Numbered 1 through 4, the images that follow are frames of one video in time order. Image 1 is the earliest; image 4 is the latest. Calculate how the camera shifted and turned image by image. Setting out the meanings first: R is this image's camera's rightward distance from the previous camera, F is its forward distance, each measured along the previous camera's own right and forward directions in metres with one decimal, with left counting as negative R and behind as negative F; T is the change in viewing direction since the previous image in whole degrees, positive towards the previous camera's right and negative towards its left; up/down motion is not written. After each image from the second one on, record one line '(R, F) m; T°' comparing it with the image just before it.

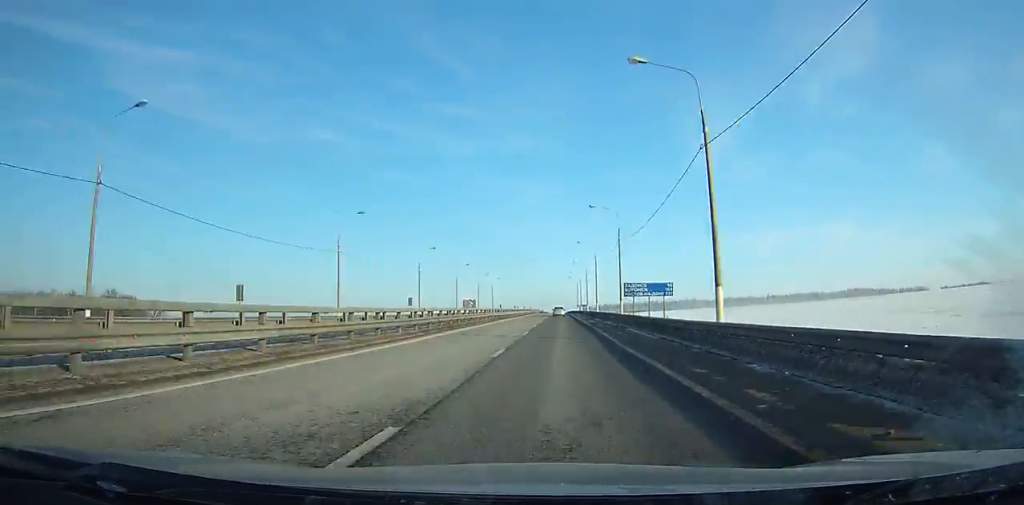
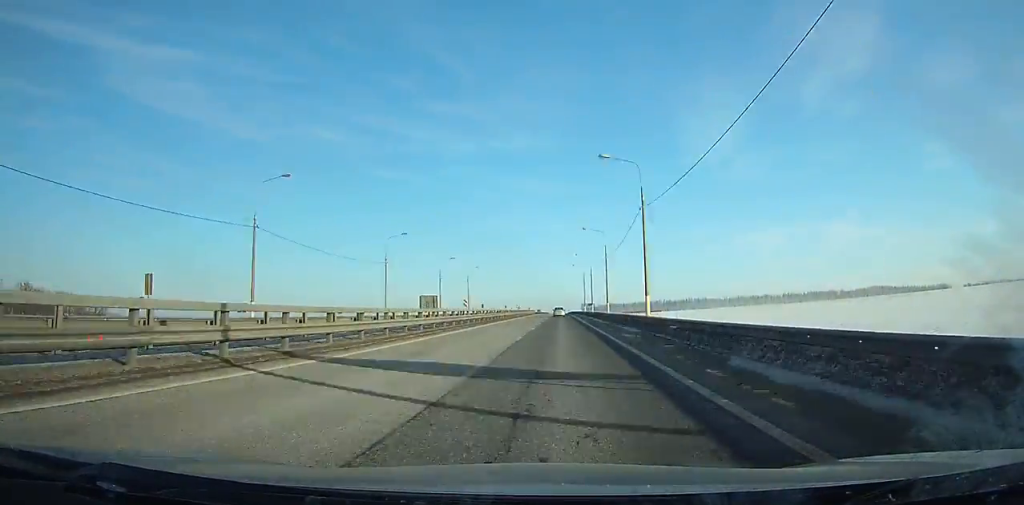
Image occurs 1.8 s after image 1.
(-0.1, +51.2) m; 0°
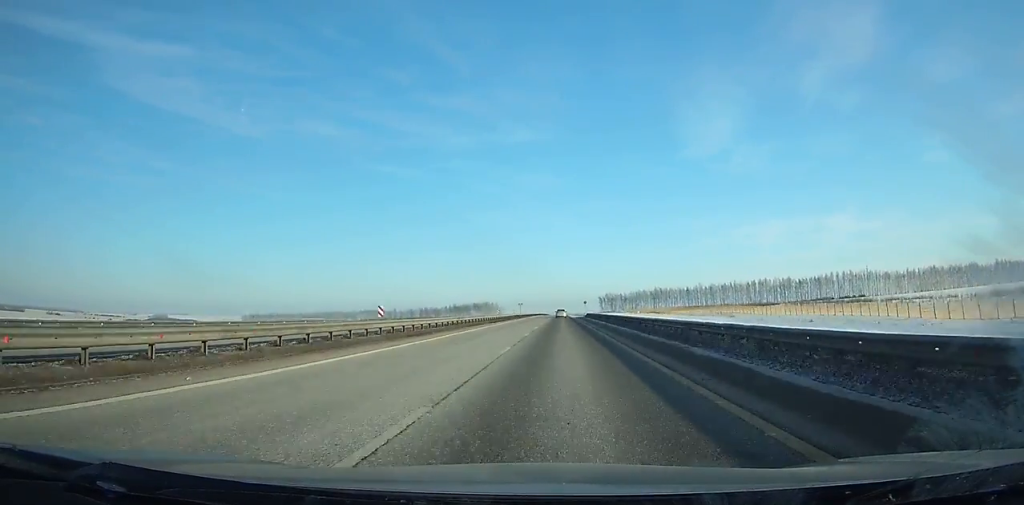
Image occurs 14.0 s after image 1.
(+1.4, +358.5) m; 0°
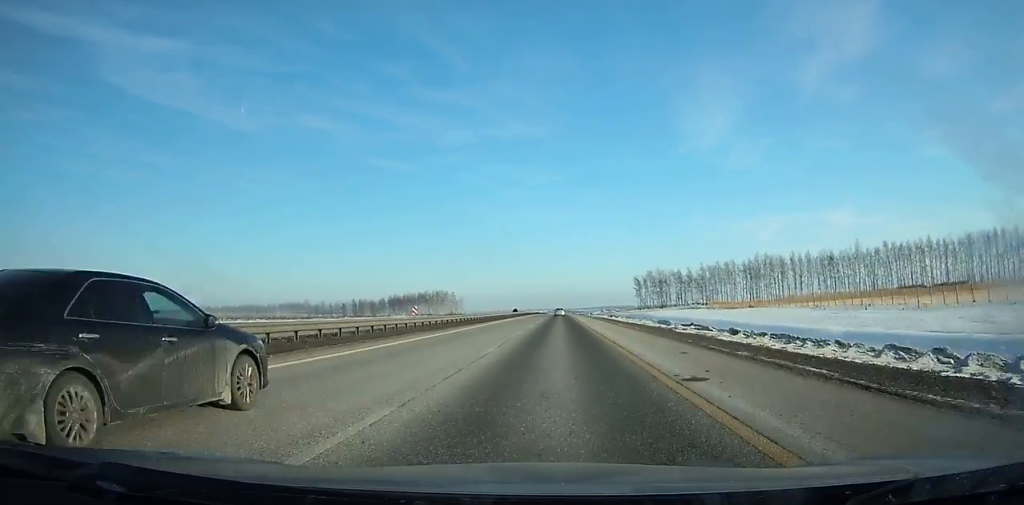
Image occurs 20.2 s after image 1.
(+0.1, +188.3) m; 0°
